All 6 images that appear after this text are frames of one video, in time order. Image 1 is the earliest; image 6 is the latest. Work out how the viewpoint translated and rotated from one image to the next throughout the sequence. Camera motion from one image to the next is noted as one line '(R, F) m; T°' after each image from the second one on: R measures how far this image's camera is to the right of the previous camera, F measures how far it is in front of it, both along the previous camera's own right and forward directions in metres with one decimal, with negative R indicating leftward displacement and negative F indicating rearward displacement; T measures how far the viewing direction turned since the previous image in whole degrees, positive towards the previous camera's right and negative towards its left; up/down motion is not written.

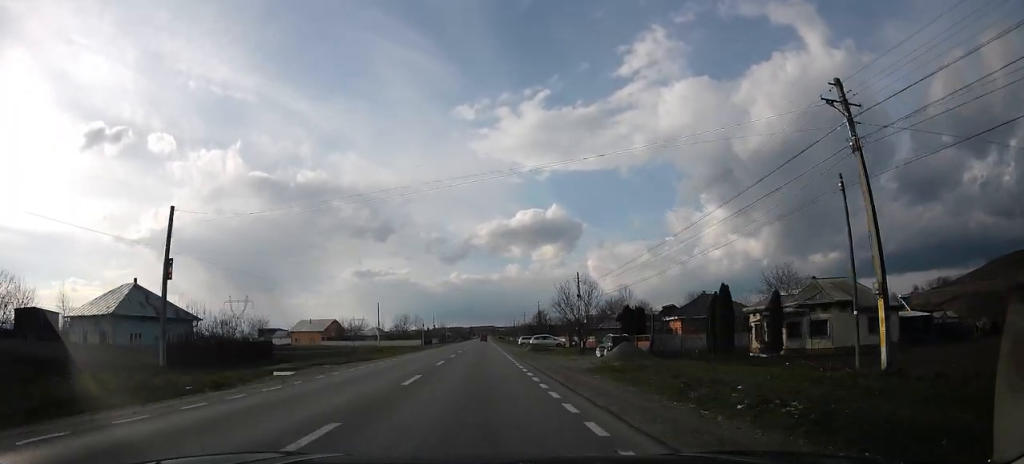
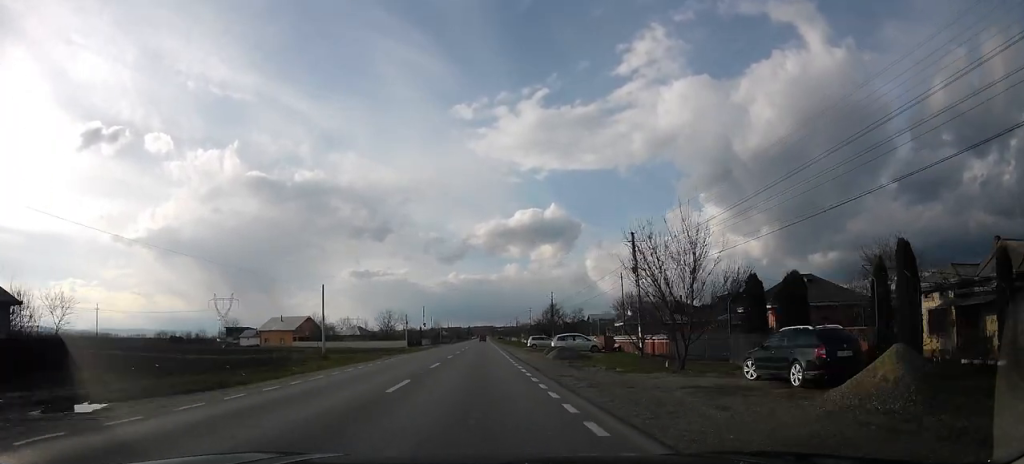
(-0.2, +19.9) m; -2°
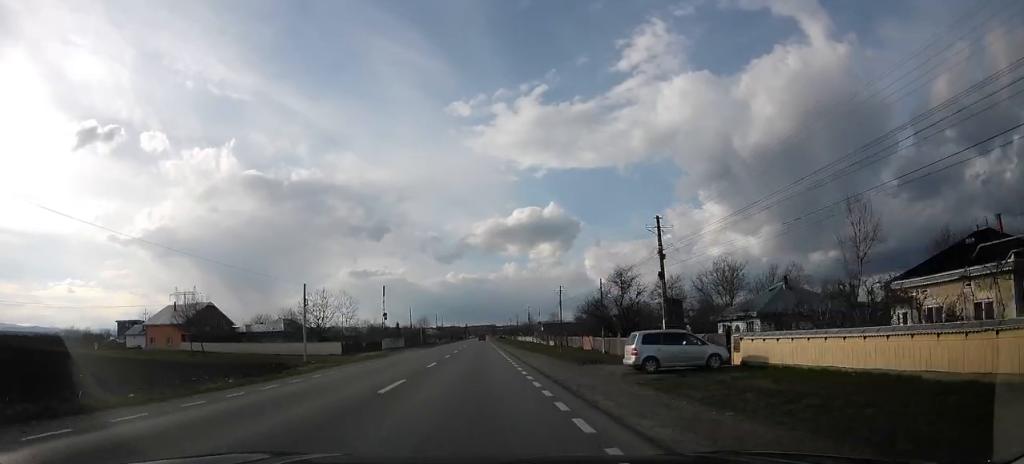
(-0.5, +46.4) m; +1°
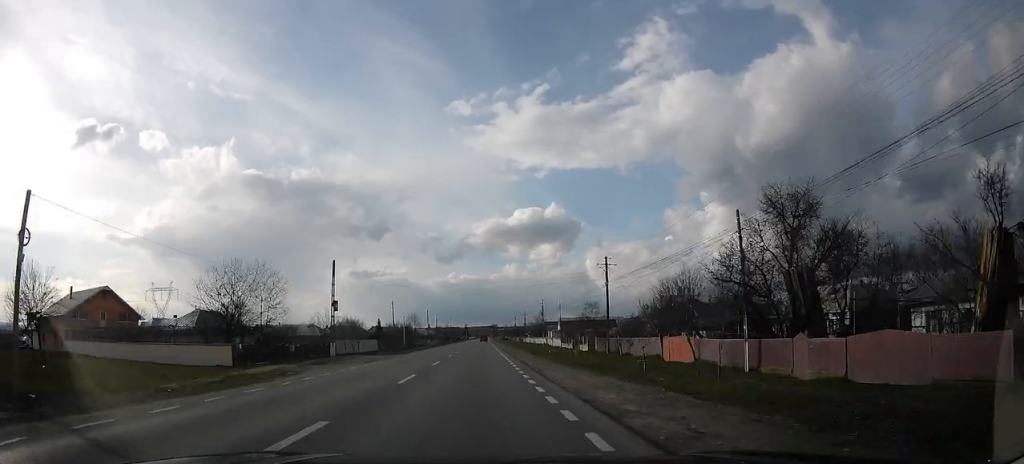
(+0.5, +25.4) m; +1°
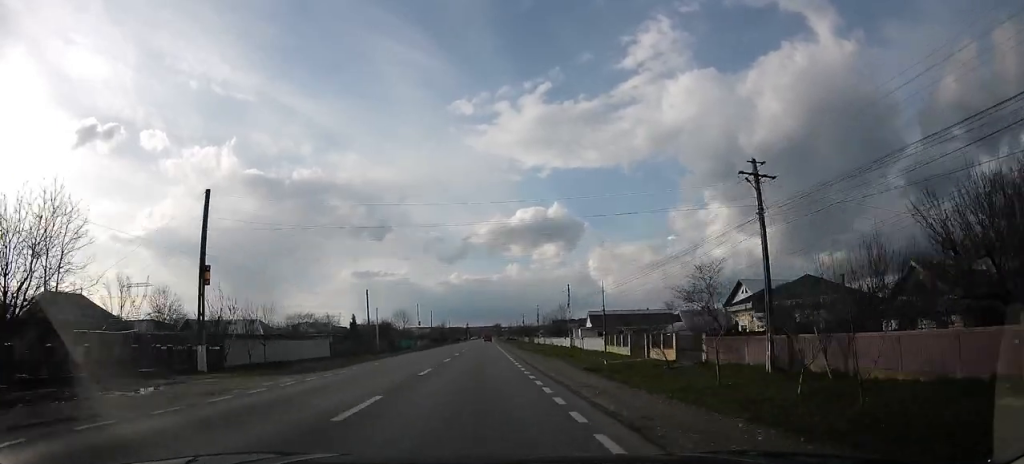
(0.0, +24.5) m; -1°
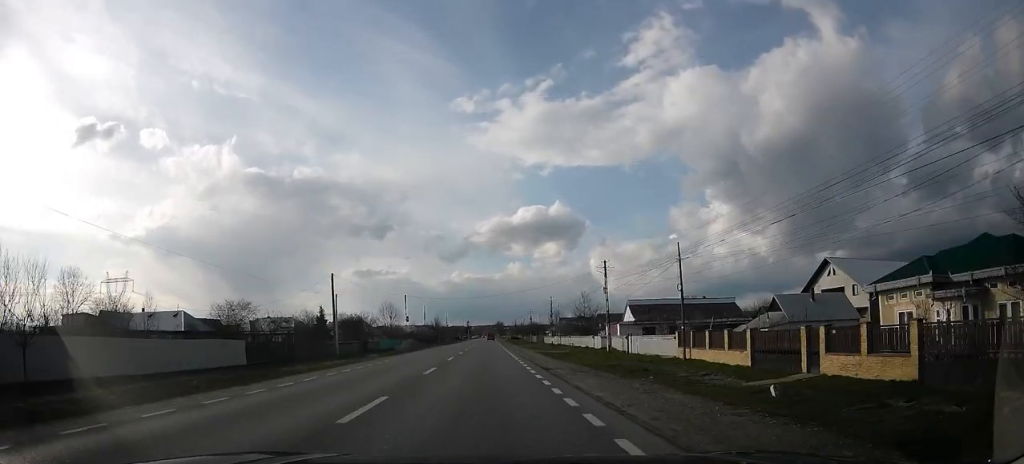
(-0.4, +18.6) m; -1°
